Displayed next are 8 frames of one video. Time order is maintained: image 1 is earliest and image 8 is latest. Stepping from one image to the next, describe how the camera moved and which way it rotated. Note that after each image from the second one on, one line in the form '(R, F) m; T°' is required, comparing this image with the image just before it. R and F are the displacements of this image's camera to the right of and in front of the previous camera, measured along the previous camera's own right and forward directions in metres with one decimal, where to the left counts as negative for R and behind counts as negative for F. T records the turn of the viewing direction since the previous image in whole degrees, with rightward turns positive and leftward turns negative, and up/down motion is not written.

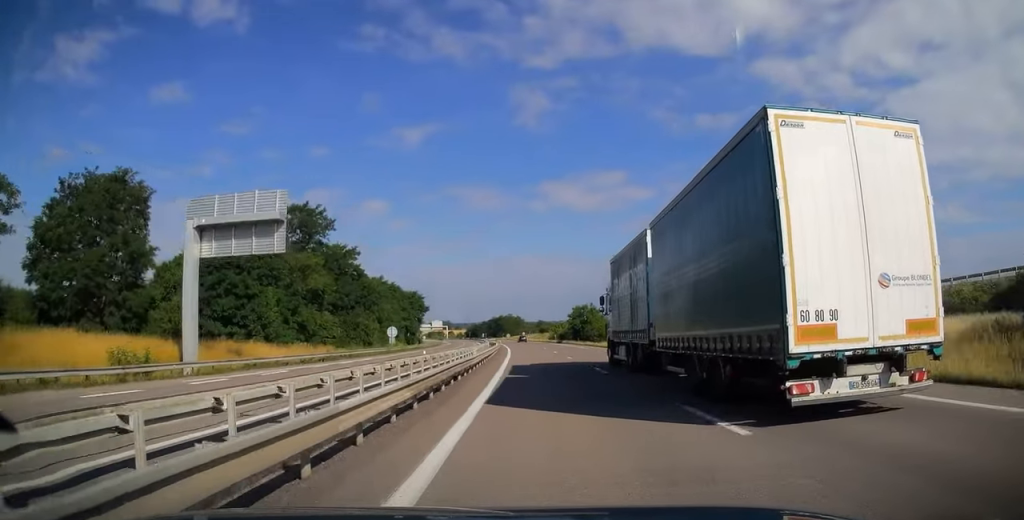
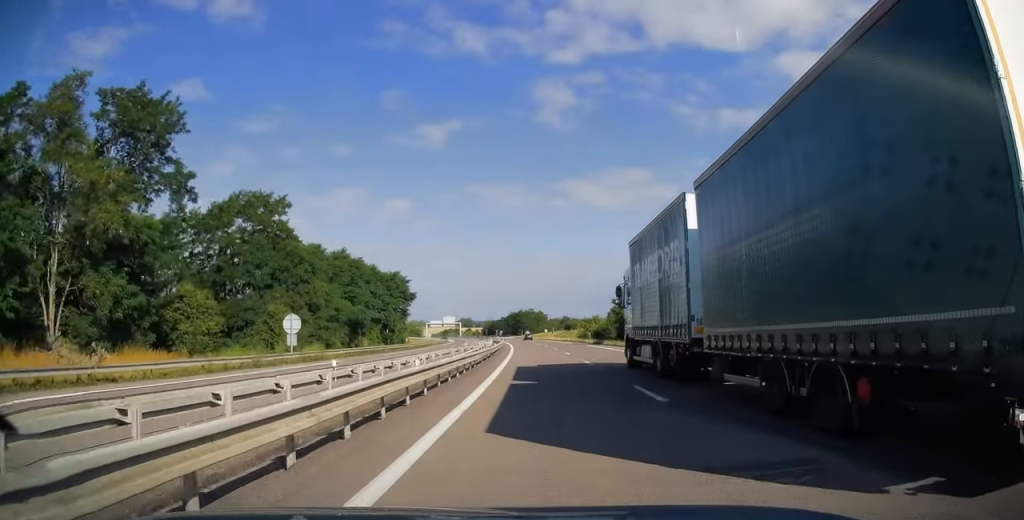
(-0.7, +35.9) m; -1°
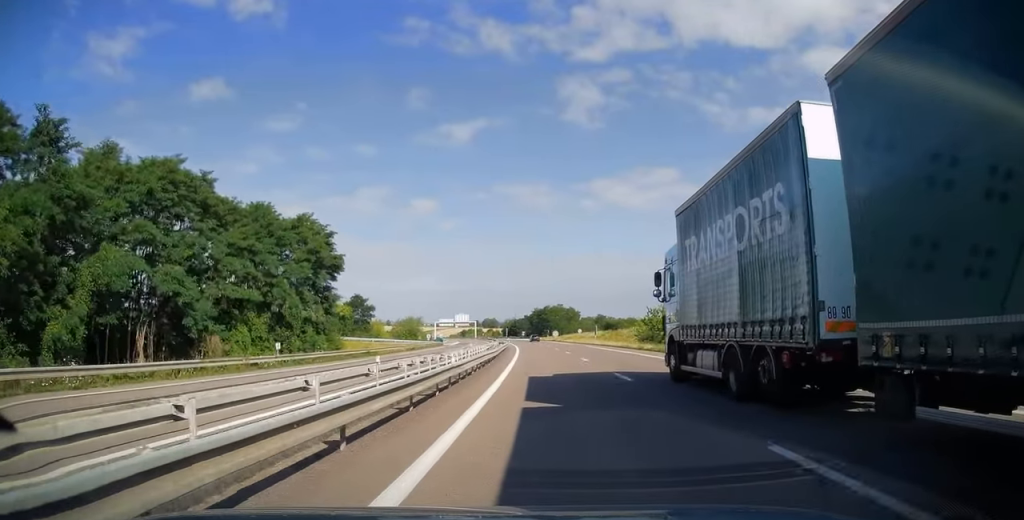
(-0.7, +47.3) m; -3°
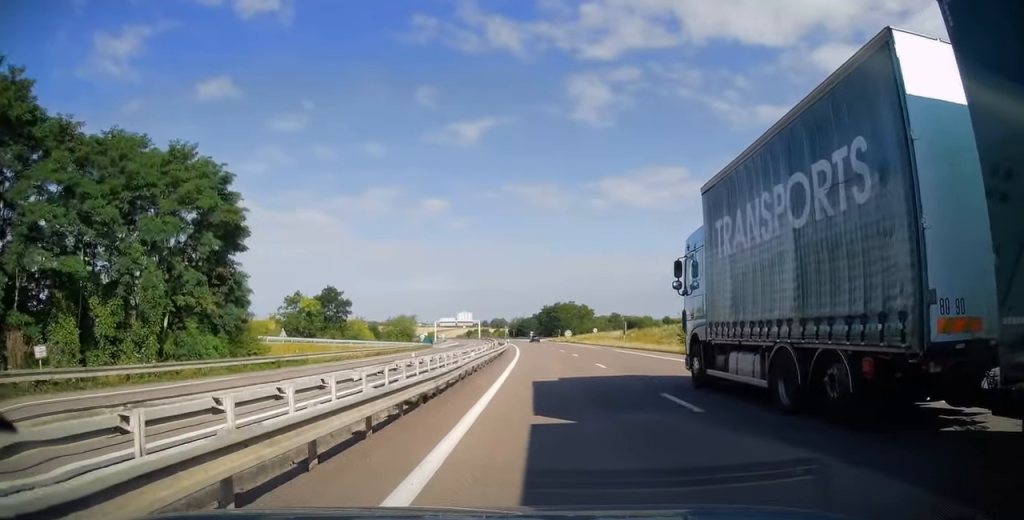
(-0.4, +20.1) m; -1°
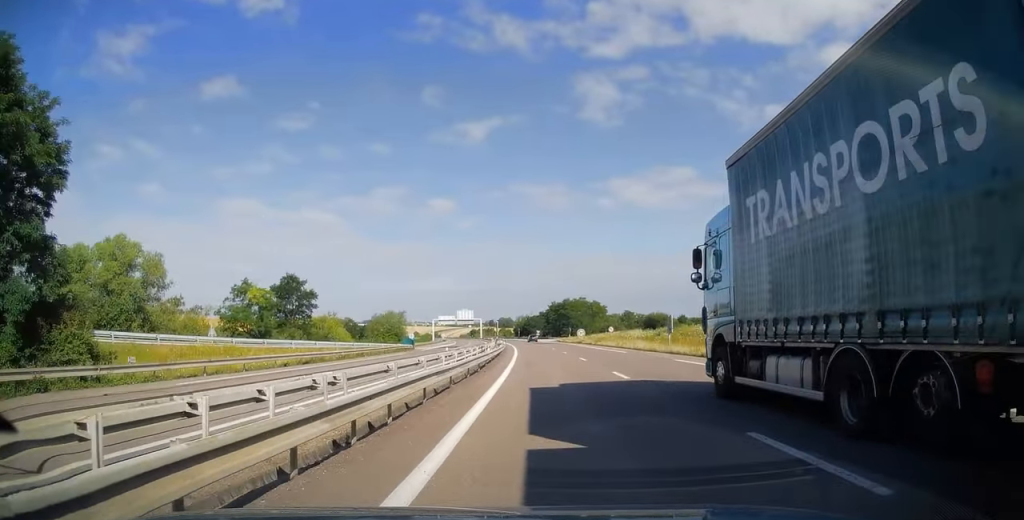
(-0.1, +18.6) m; 0°
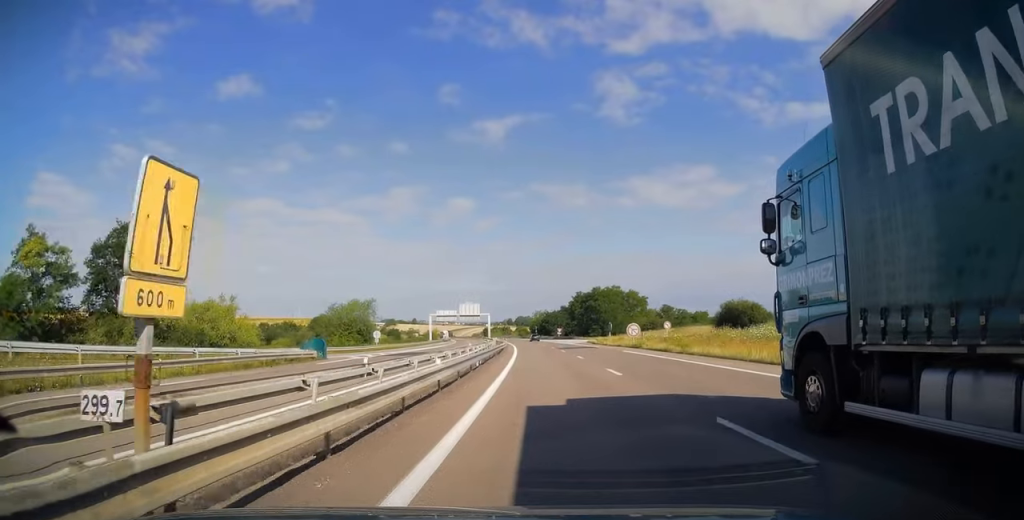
(-0.2, +38.2) m; -1°
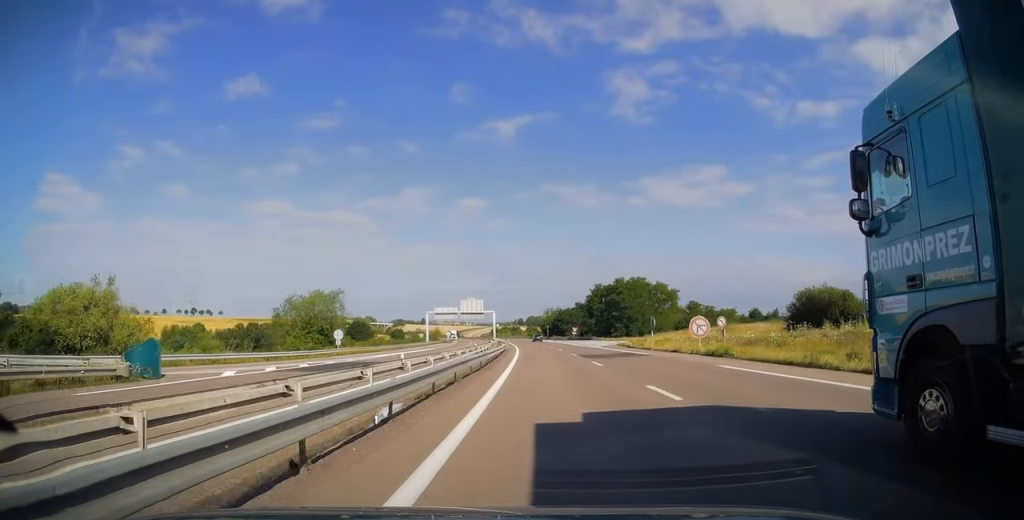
(-0.2, +20.6) m; -1°
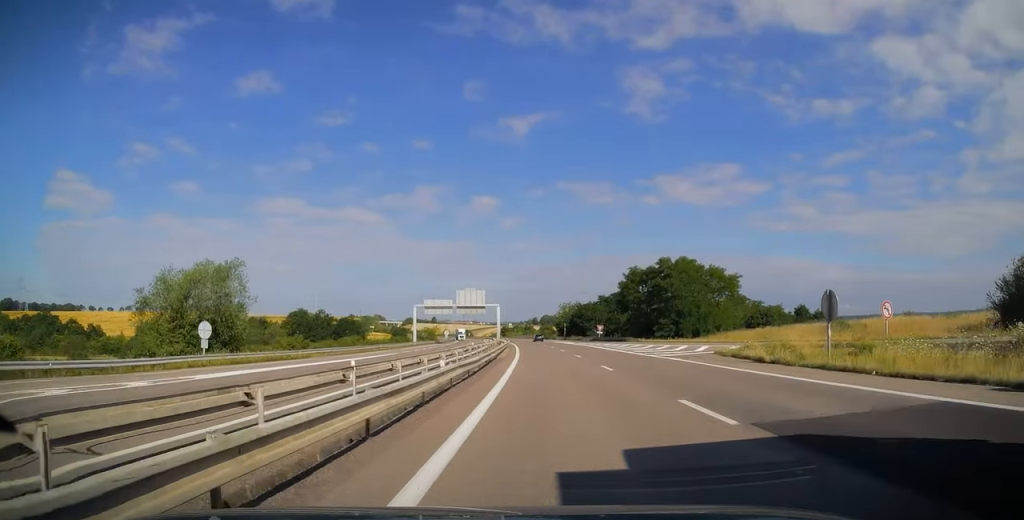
(-0.5, +29.4) m; -2°
